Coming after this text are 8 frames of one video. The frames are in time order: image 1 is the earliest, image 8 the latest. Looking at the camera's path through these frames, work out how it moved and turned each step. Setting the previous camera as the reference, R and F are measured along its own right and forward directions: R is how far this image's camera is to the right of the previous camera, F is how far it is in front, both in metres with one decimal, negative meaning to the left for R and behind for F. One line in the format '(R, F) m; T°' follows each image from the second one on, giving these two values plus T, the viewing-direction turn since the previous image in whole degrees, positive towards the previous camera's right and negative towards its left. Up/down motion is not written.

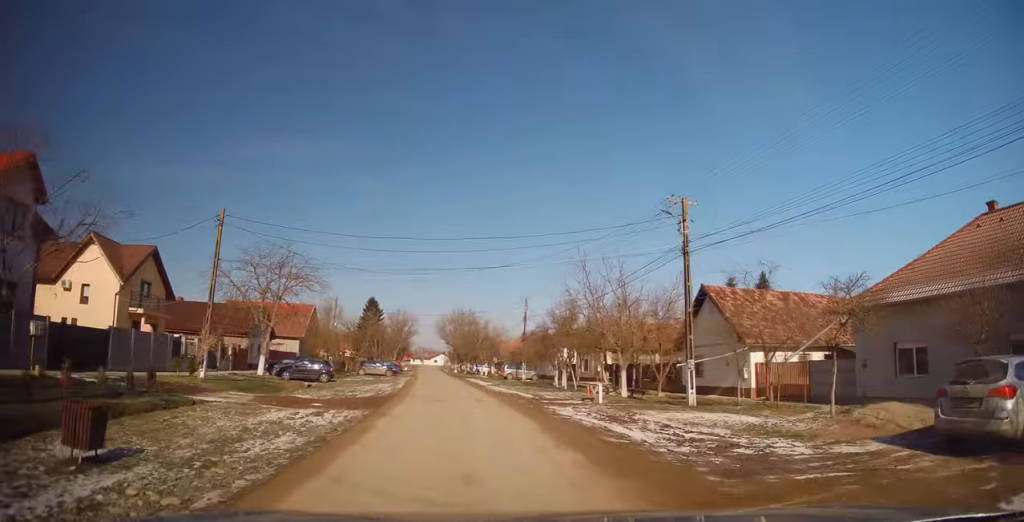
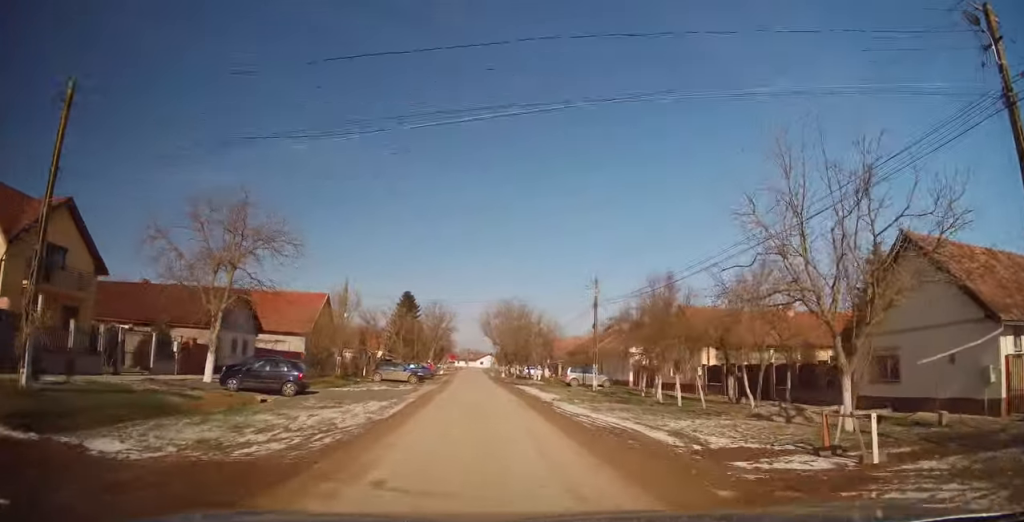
(-0.2, +12.5) m; -2°
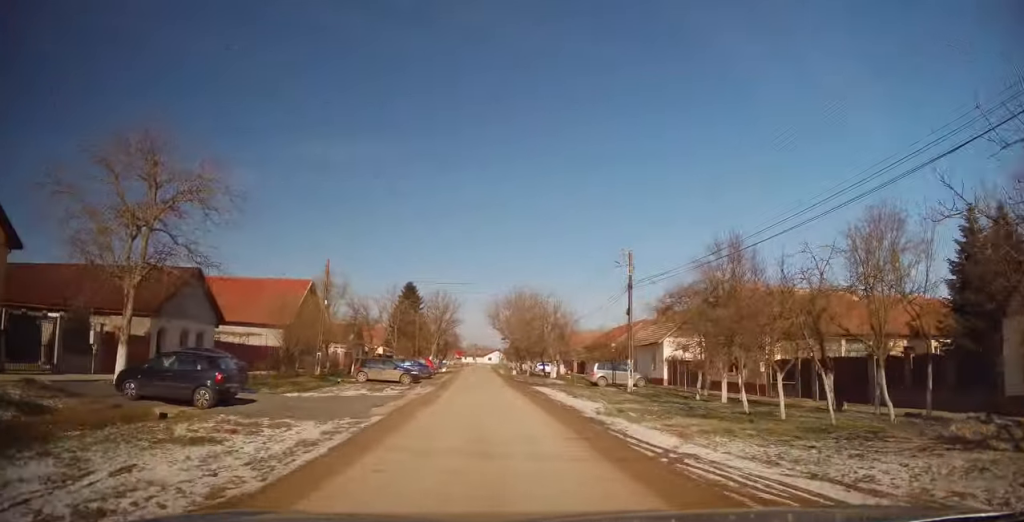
(-0.3, +7.1) m; -3°
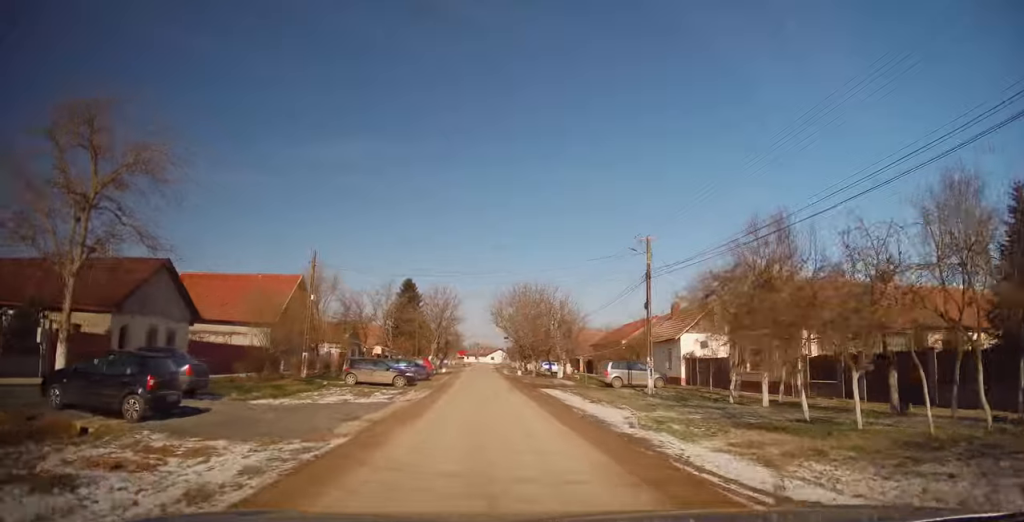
(0.0, +3.3) m; 0°
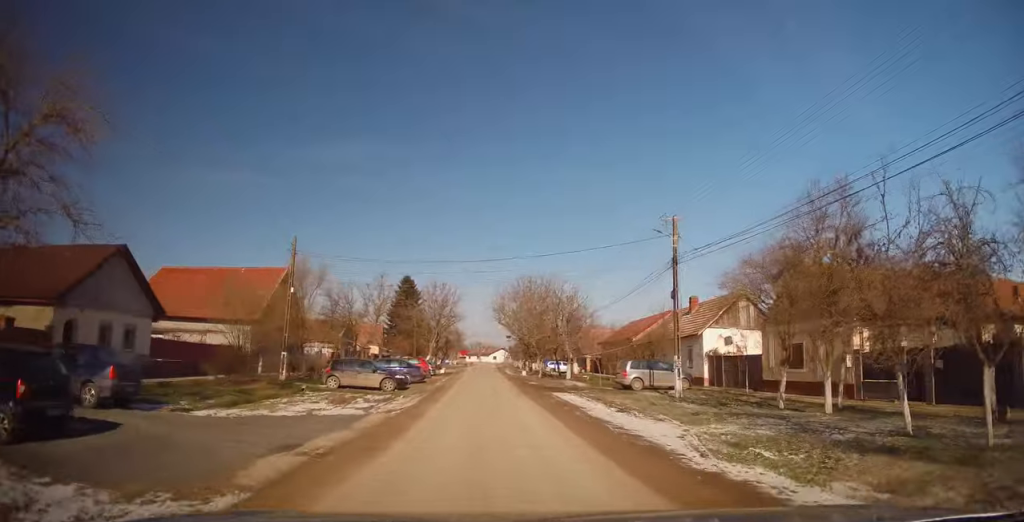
(0.0, +3.9) m; -1°
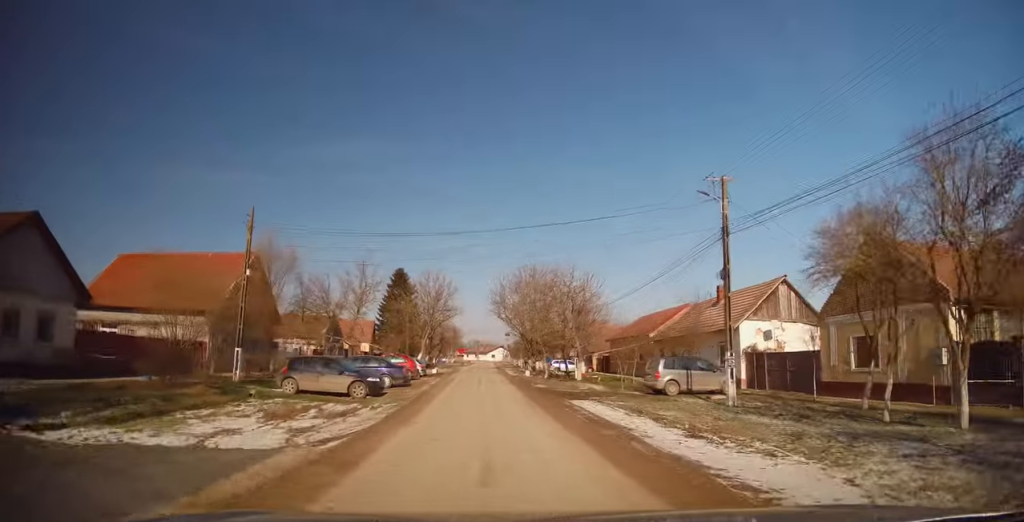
(-0.1, +5.8) m; -1°
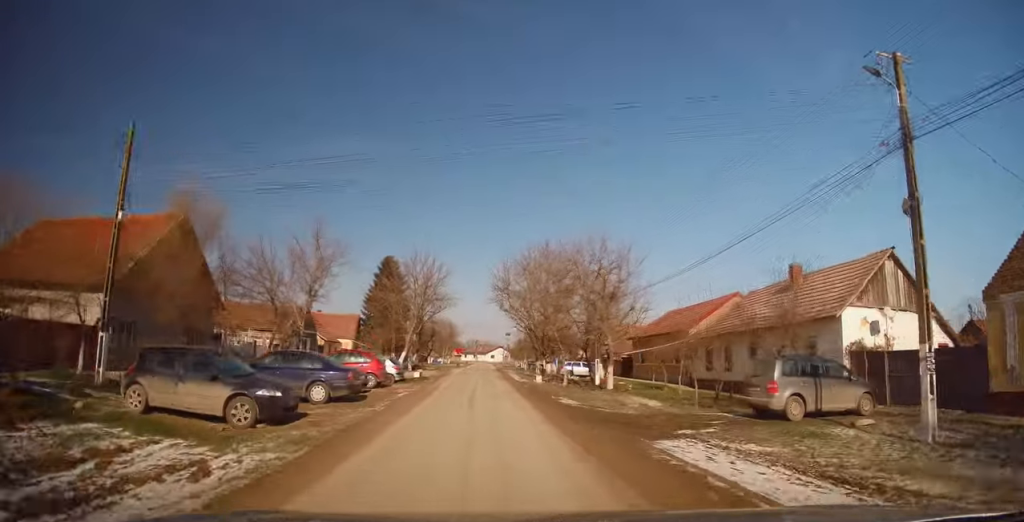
(-0.1, +9.7) m; +1°
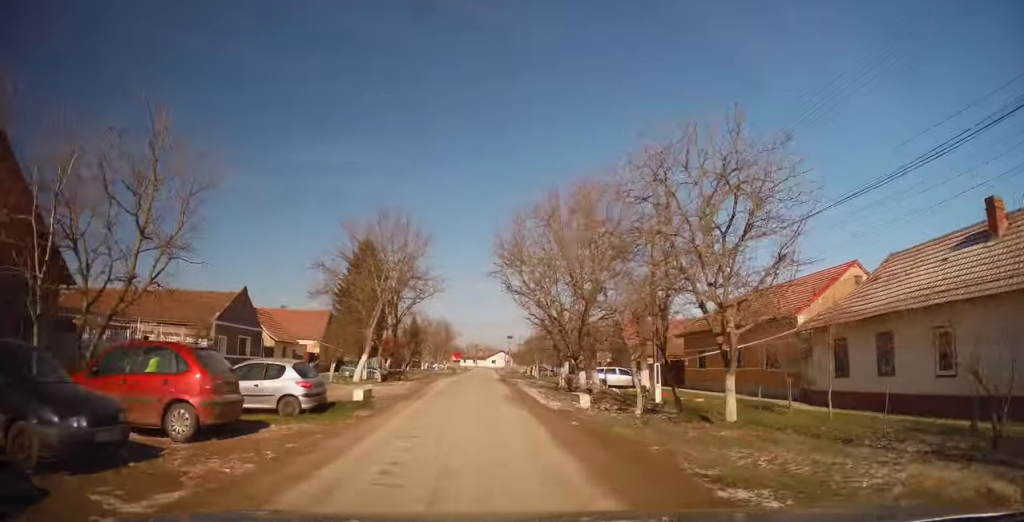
(+0.4, +13.3) m; +2°
